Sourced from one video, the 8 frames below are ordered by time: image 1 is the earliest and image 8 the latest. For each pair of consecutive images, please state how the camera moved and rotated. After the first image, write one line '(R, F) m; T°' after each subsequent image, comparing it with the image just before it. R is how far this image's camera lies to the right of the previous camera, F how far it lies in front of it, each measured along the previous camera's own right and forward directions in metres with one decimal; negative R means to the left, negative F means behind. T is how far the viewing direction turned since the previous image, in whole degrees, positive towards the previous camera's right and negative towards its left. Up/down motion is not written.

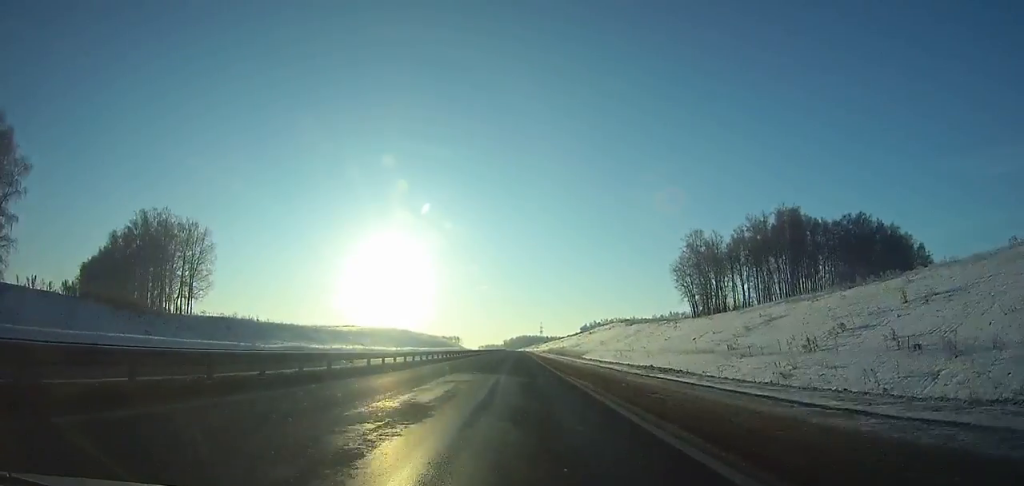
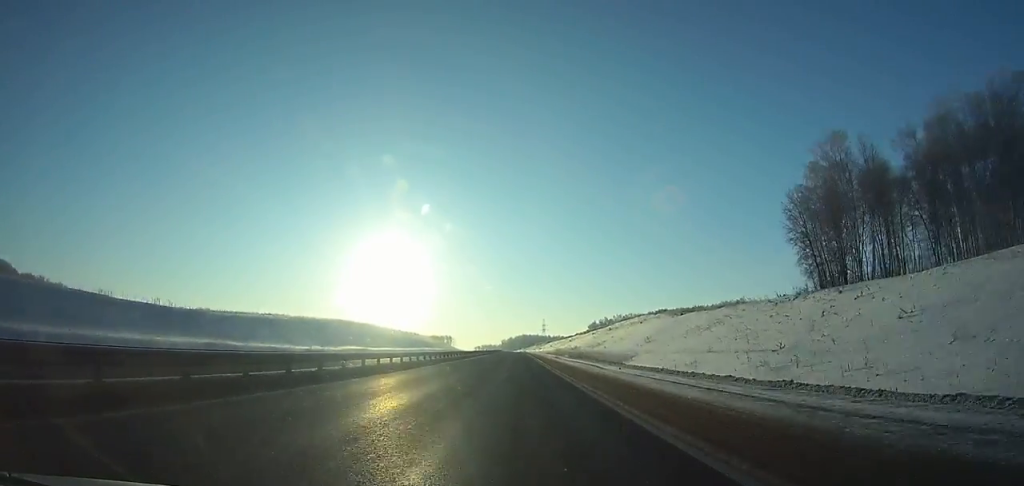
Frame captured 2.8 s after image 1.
(+0.2, +73.1) m; 0°
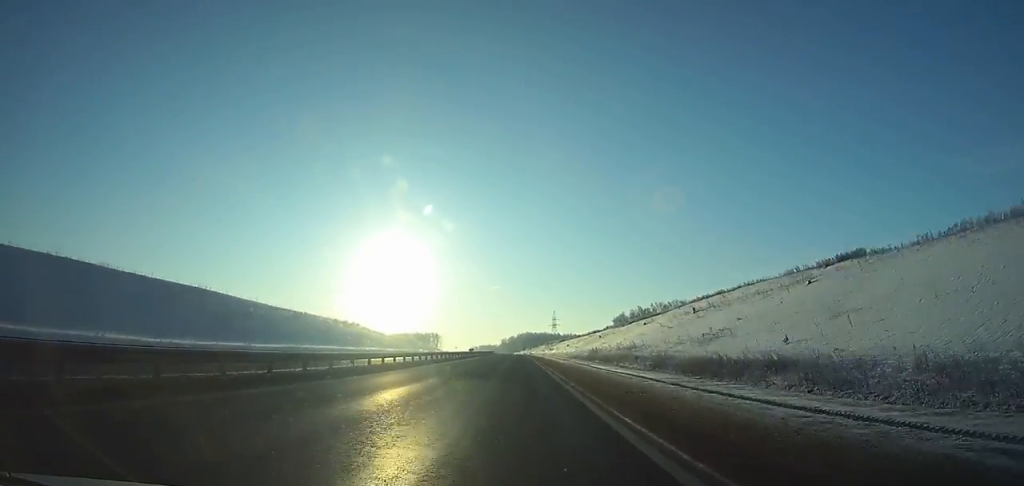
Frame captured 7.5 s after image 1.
(0.0, +122.6) m; 0°
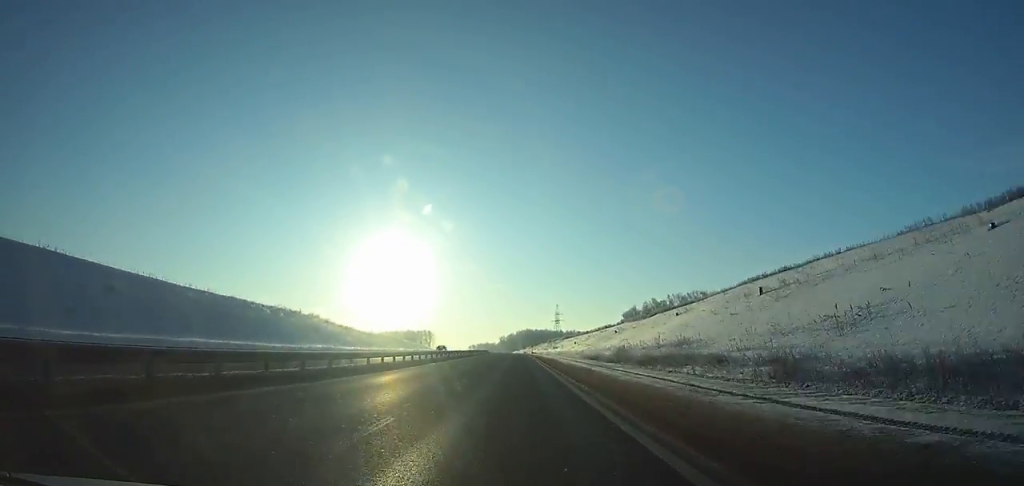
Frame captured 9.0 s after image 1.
(0.0, +38.7) m; 0°
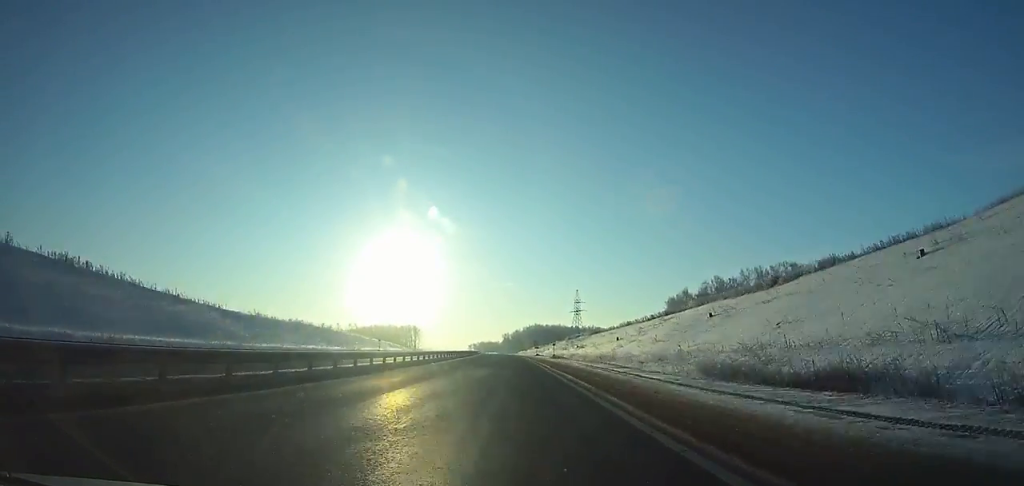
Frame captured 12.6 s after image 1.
(-0.6, +91.9) m; -1°
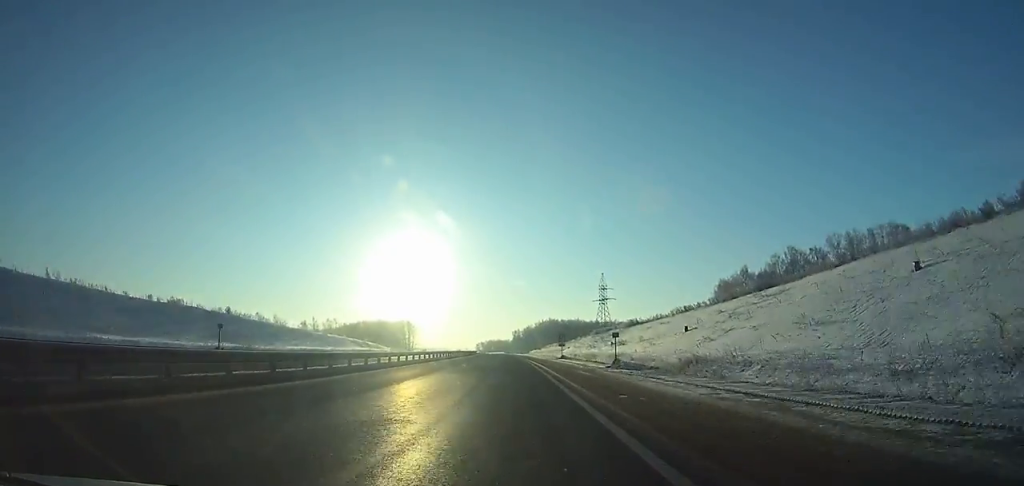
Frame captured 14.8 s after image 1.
(-0.7, +55.1) m; -1°
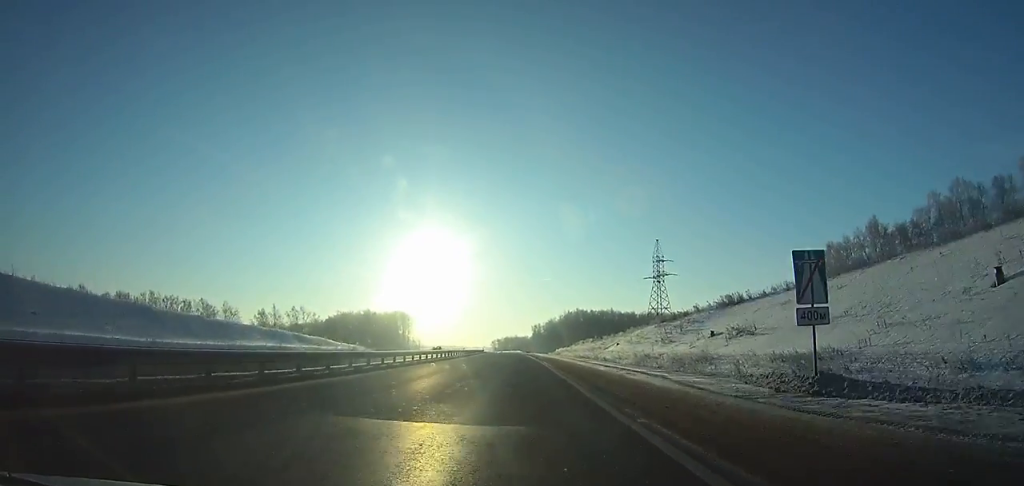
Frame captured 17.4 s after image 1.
(-0.8, +64.2) m; -1°
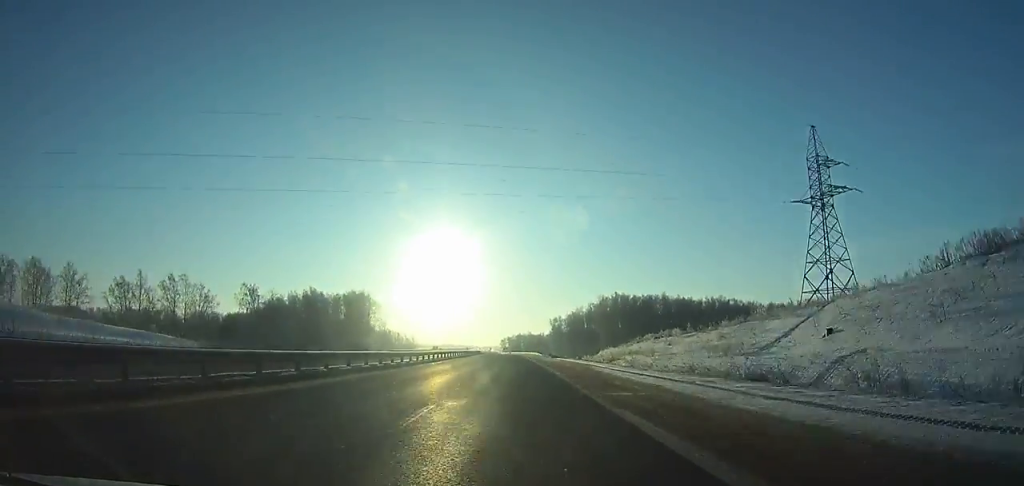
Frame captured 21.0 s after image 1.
(-1.1, +87.1) m; -2°
